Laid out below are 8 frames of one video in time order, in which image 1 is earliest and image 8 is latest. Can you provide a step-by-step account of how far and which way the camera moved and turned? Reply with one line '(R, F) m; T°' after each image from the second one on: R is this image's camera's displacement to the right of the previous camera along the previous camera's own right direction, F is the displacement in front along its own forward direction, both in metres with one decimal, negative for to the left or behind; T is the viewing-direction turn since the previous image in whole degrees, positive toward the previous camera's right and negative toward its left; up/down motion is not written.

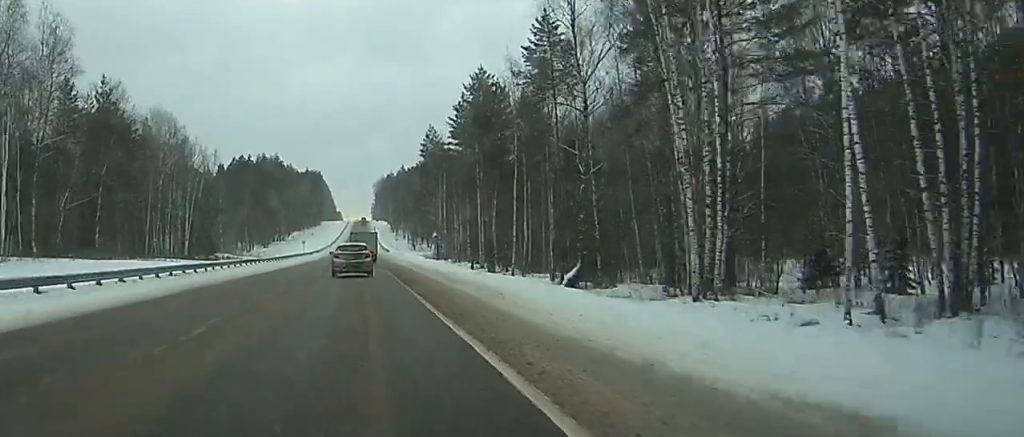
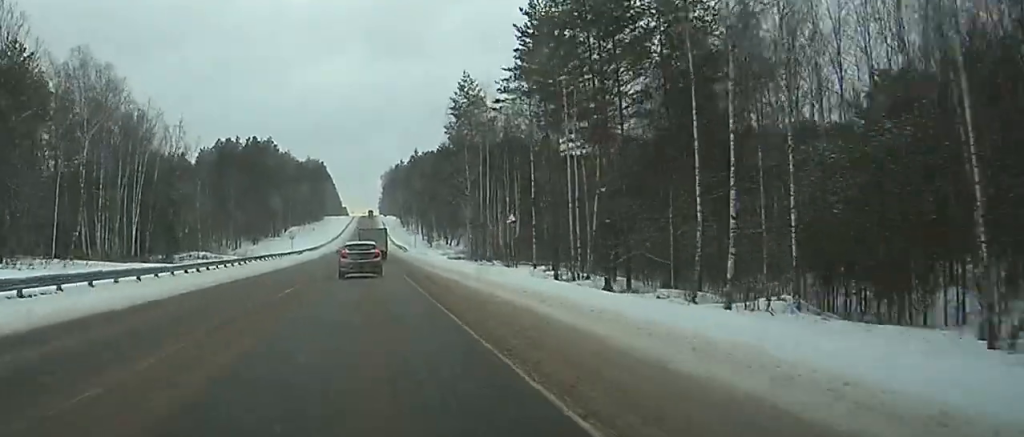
(-0.1, +41.4) m; 0°
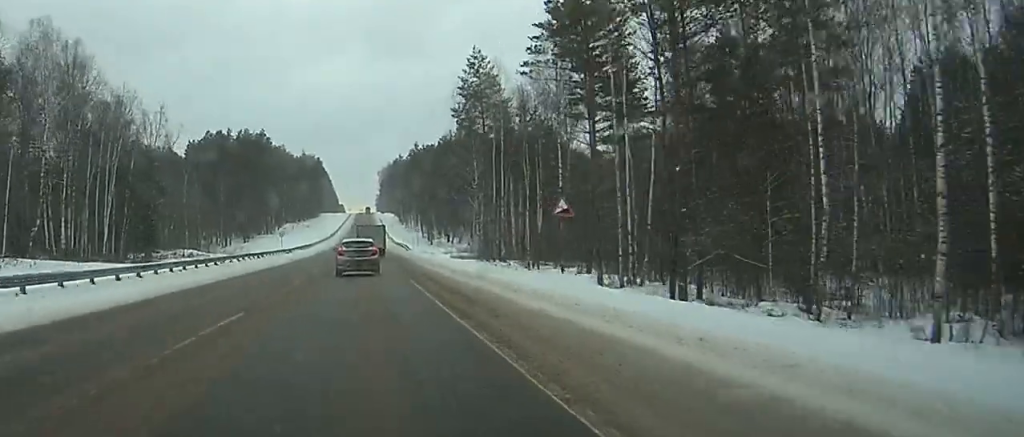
(0.0, +11.8) m; 0°
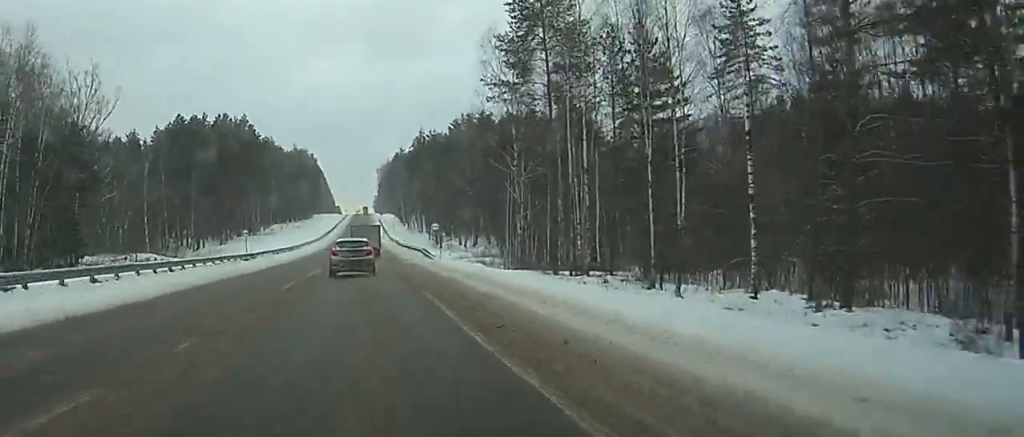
(-0.1, +32.6) m; -1°
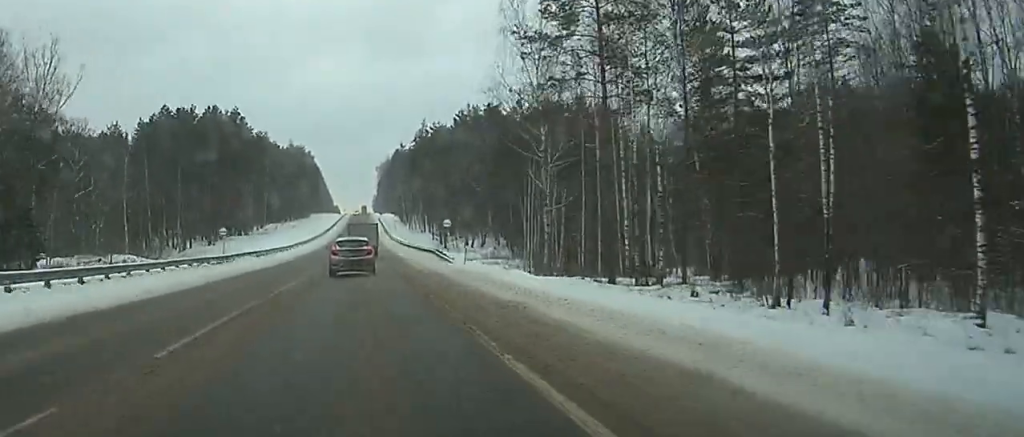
(0.0, +12.9) m; 0°
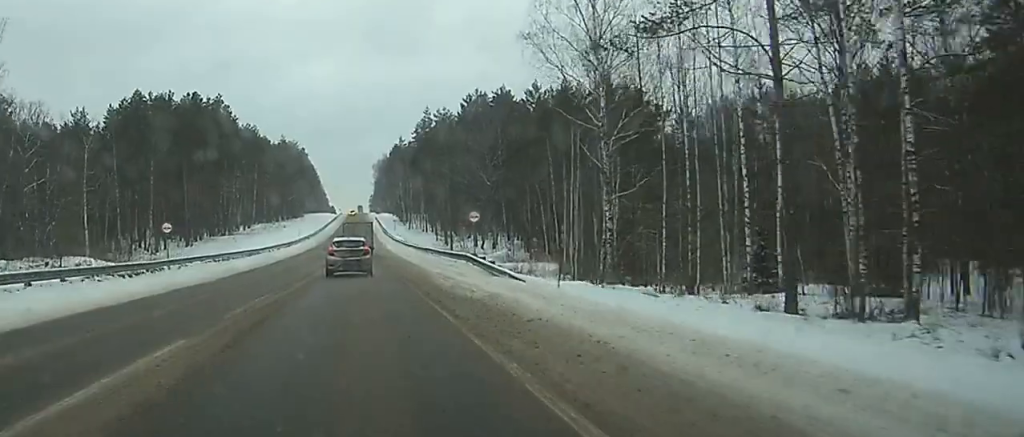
(0.0, +18.9) m; 0°
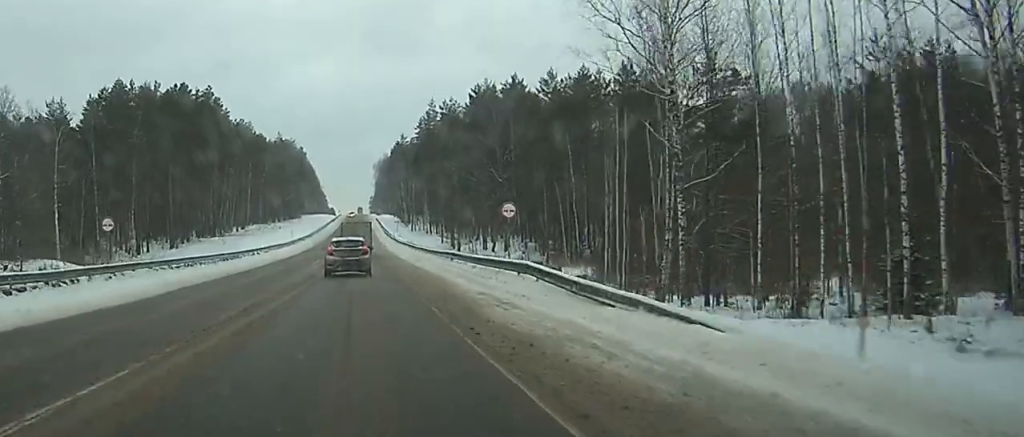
(0.0, +12.1) m; 0°
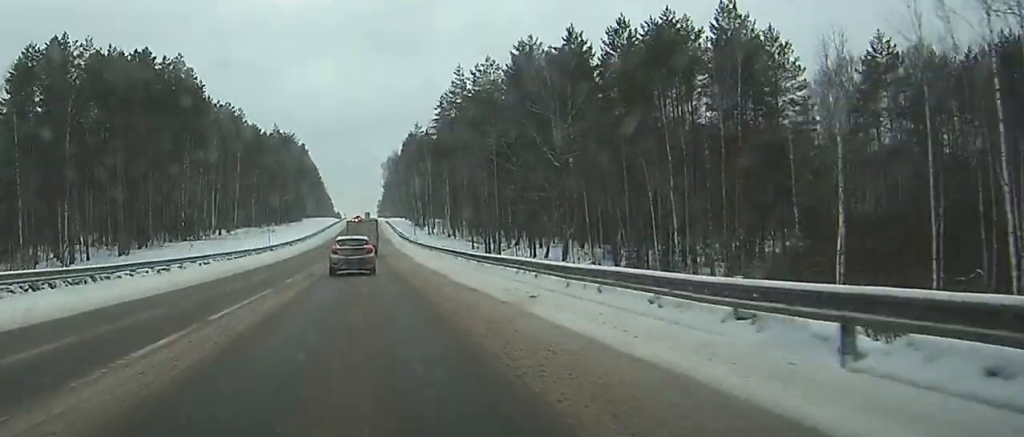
(+0.1, +34.6) m; 0°
